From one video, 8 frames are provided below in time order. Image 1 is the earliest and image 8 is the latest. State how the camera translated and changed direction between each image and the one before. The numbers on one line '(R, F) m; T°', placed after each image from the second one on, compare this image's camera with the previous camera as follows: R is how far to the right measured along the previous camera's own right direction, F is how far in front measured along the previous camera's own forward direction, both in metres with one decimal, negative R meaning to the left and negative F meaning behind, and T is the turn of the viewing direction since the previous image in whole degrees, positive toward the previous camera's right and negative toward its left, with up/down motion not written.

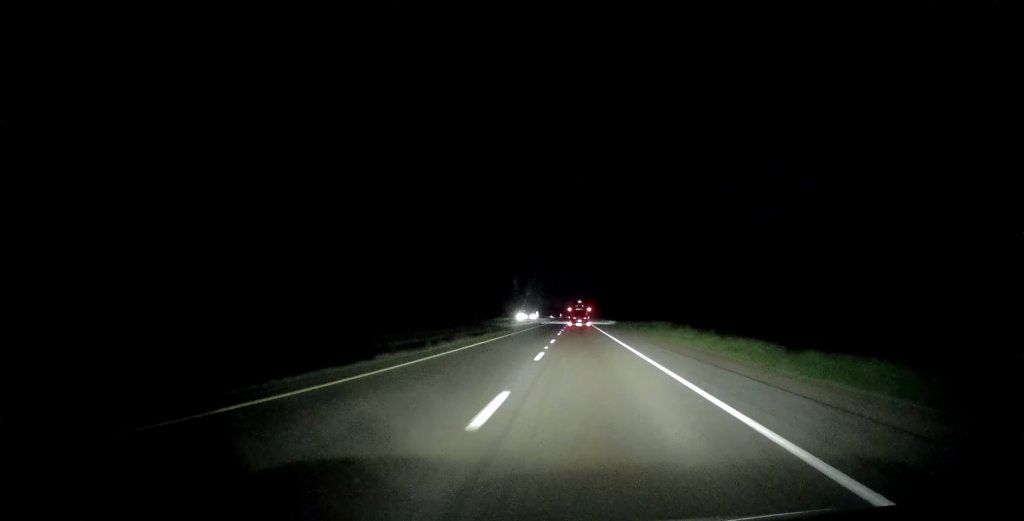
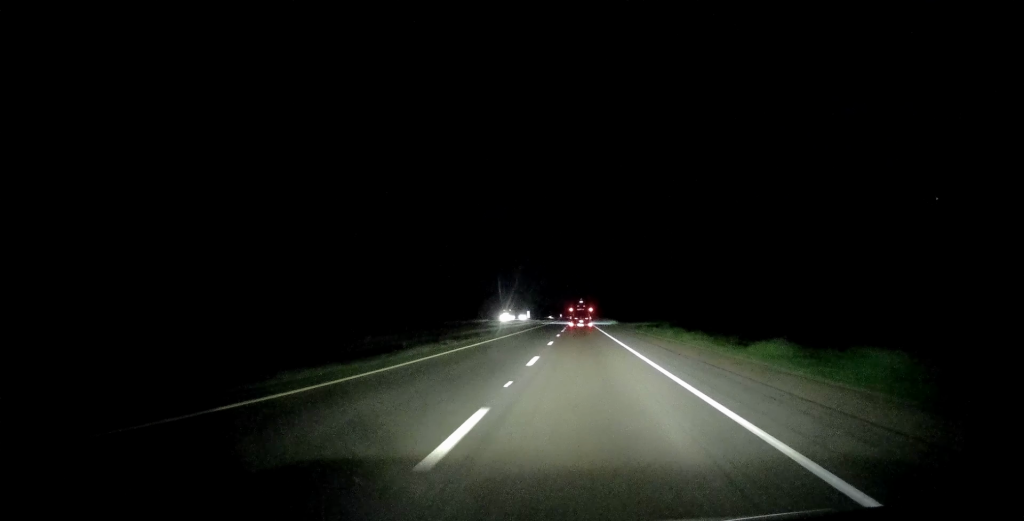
(+0.4, +38.3) m; +1°
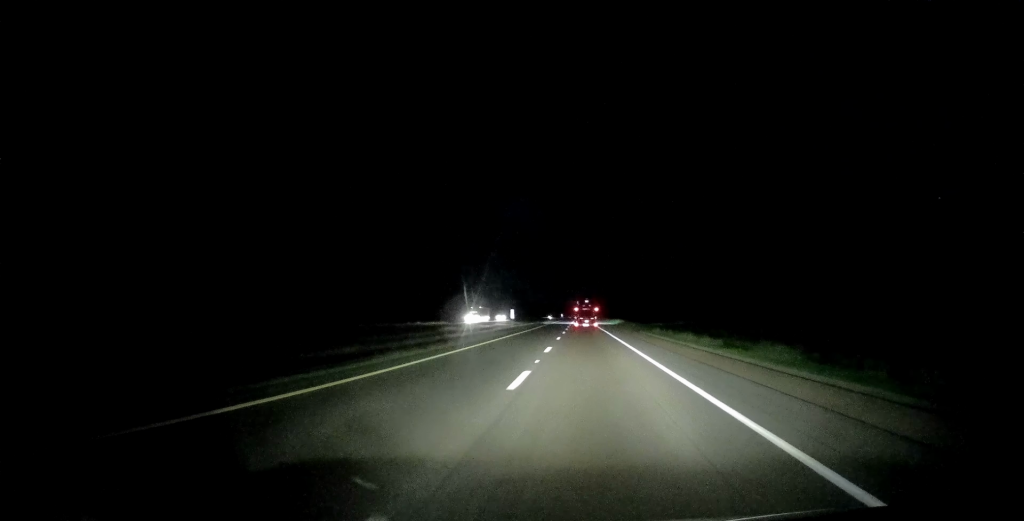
(+0.1, +41.6) m; -1°
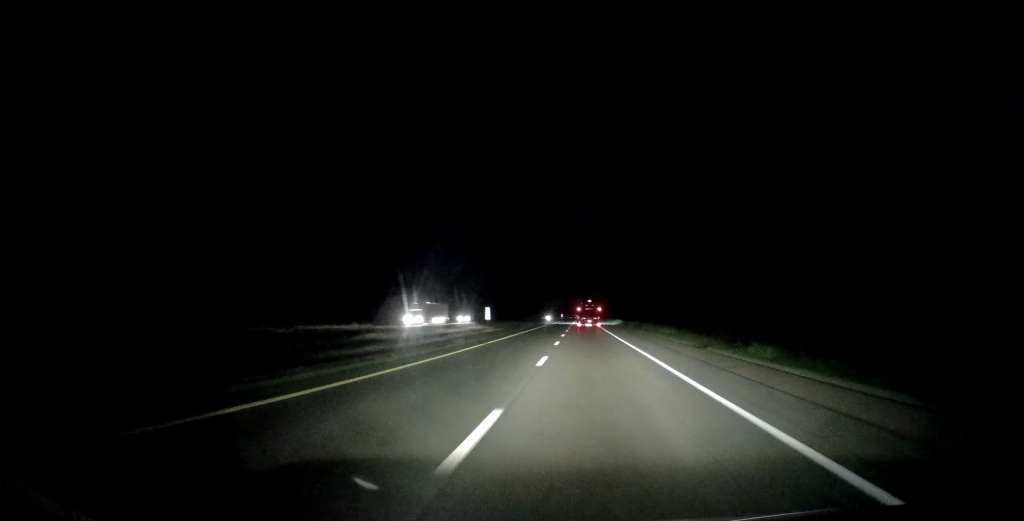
(-0.4, +30.7) m; 0°
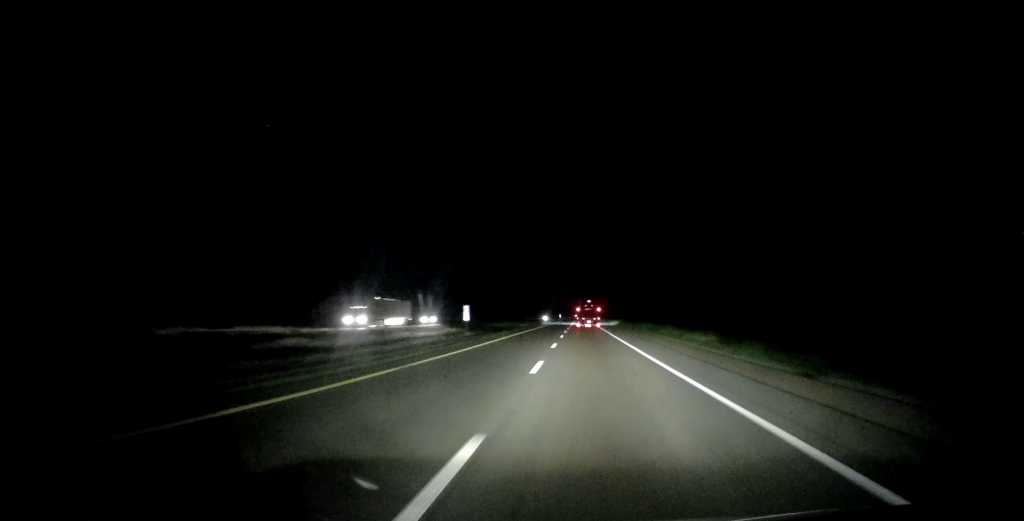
(-0.1, +14.3) m; 0°
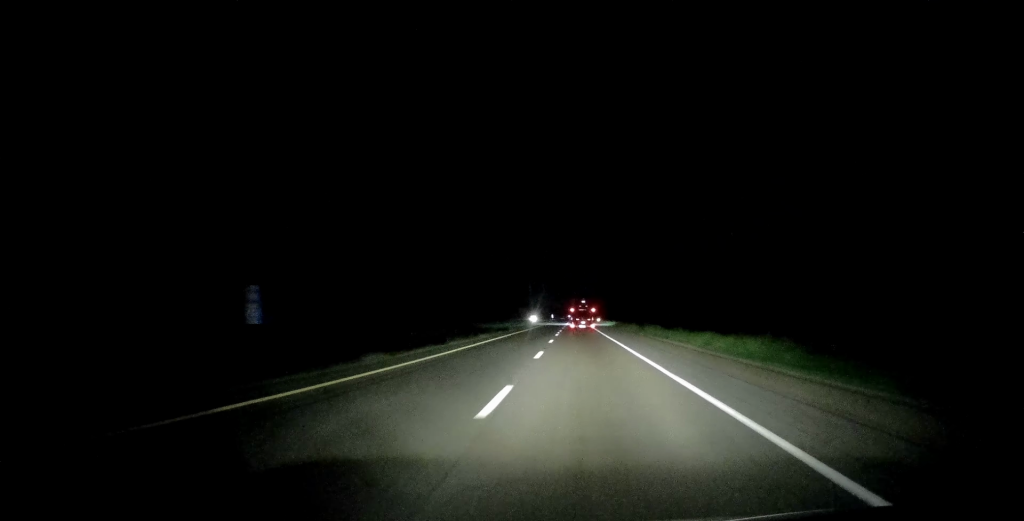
(+0.8, +42.8) m; 0°
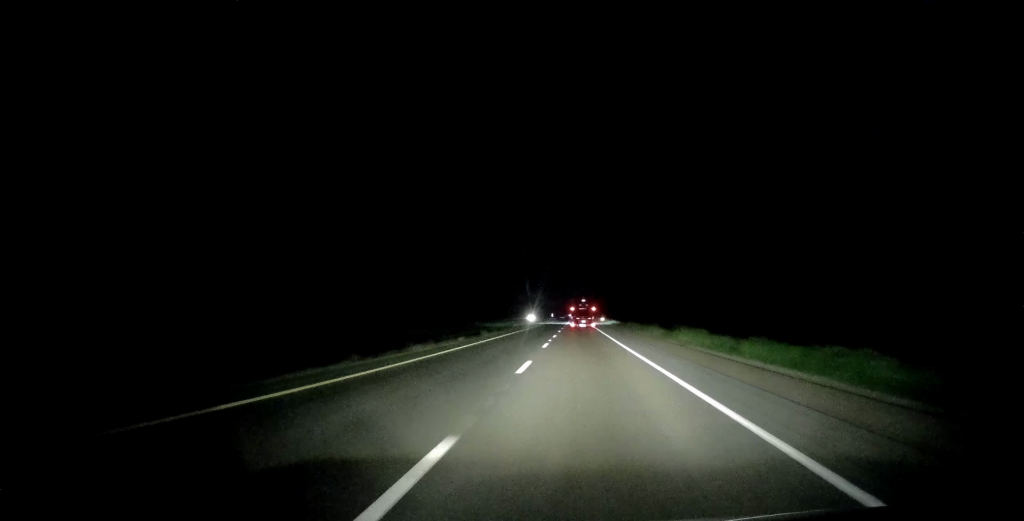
(+0.2, +17.6) m; -1°
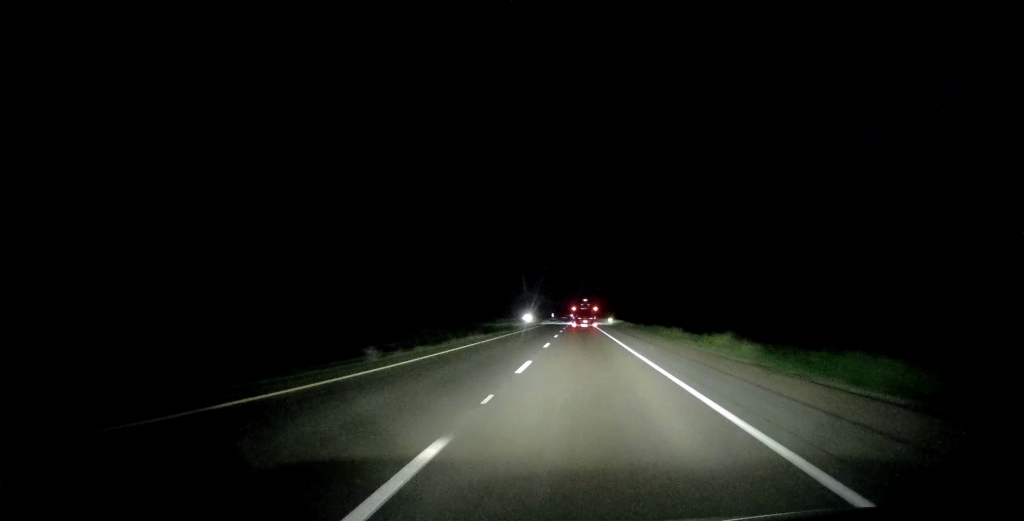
(-0.7, +24.0) m; 0°
